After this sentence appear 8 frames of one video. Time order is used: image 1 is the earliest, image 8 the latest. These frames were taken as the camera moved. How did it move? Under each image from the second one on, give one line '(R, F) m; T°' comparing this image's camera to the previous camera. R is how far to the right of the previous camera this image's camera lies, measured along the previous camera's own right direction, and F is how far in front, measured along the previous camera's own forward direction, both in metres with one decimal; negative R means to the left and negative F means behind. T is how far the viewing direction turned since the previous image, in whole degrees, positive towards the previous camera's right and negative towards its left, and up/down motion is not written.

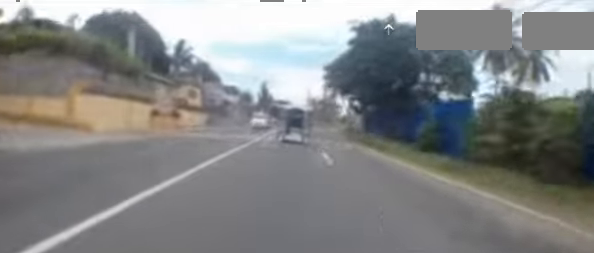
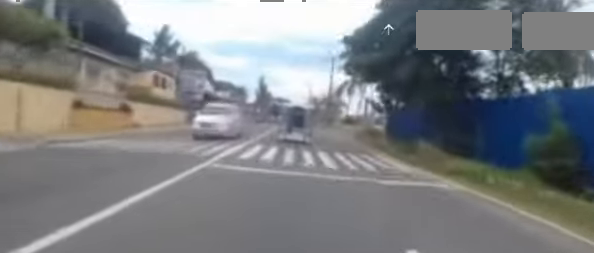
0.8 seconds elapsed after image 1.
(-0.4, +8.9) m; 0°
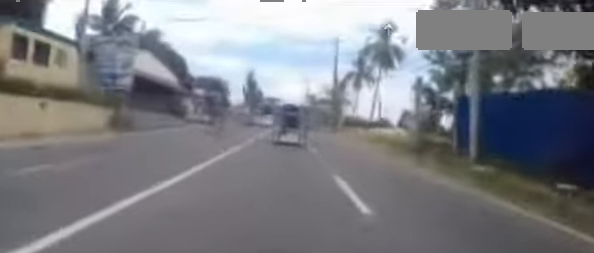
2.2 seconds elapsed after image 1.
(+0.4, +13.9) m; +2°
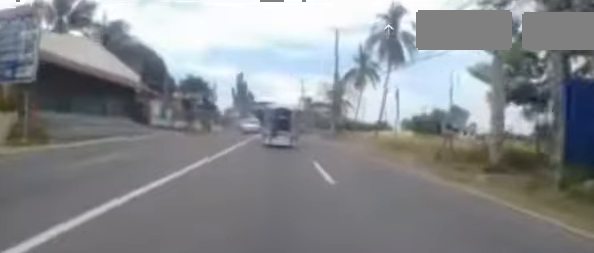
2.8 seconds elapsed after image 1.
(0.0, +6.8) m; 0°
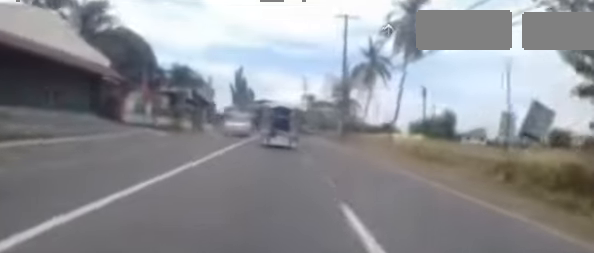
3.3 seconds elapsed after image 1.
(0.0, +4.5) m; -1°
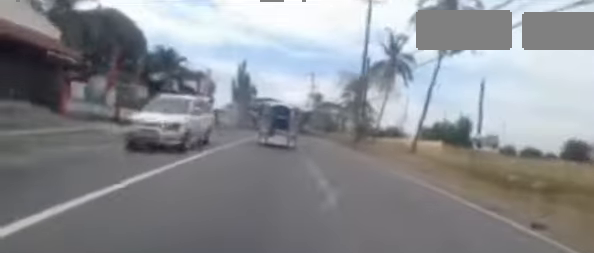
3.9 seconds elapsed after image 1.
(+0.1, +6.1) m; -2°
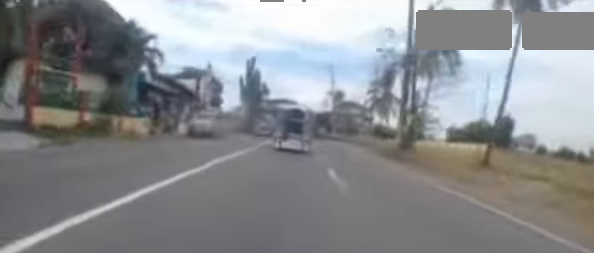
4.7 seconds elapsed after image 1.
(-0.4, +7.7) m; -4°
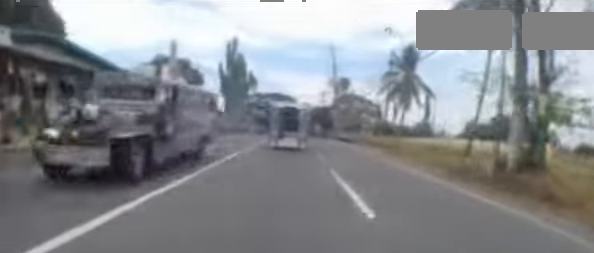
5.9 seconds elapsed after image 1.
(-0.3, +10.9) m; +1°
